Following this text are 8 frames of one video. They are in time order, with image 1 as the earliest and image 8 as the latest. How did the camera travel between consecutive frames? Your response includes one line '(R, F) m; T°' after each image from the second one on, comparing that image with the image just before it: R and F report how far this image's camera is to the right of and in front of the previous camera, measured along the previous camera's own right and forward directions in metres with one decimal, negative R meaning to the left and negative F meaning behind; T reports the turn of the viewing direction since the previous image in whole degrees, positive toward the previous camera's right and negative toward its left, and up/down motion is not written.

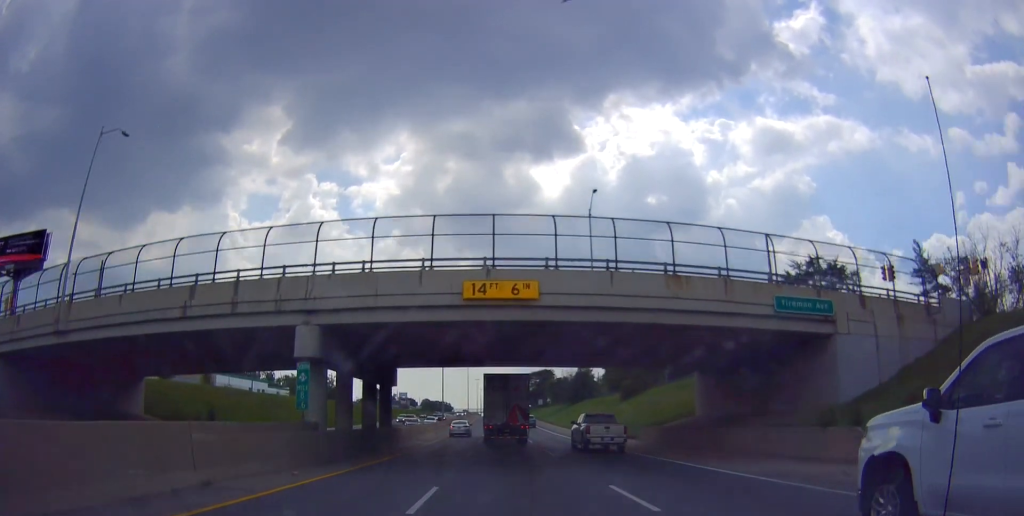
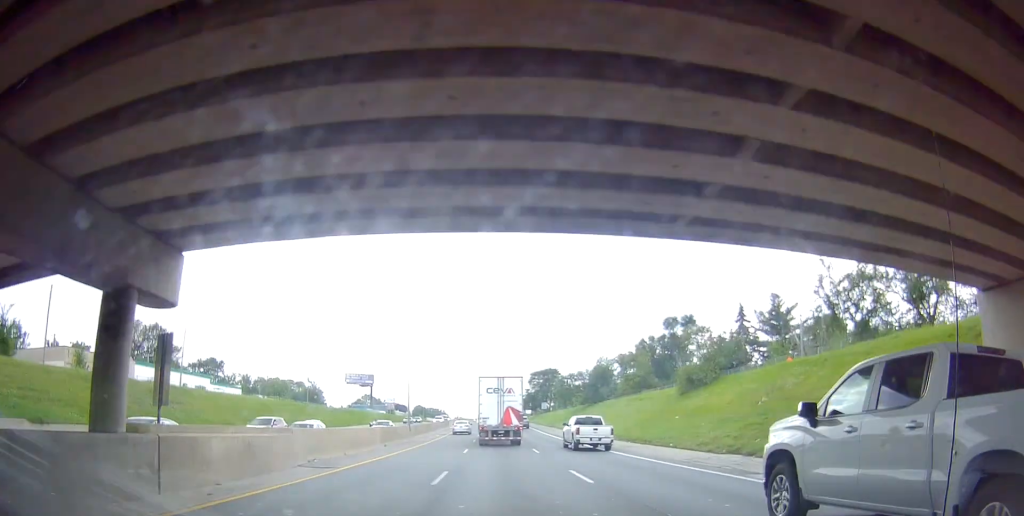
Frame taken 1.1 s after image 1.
(+0.3, +25.4) m; +1°
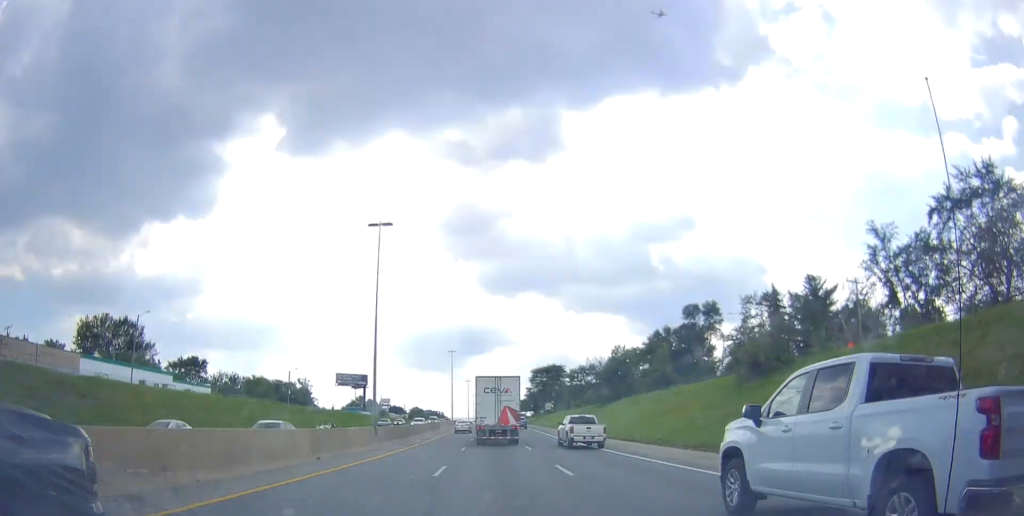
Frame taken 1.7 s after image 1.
(0.0, +12.8) m; 0°
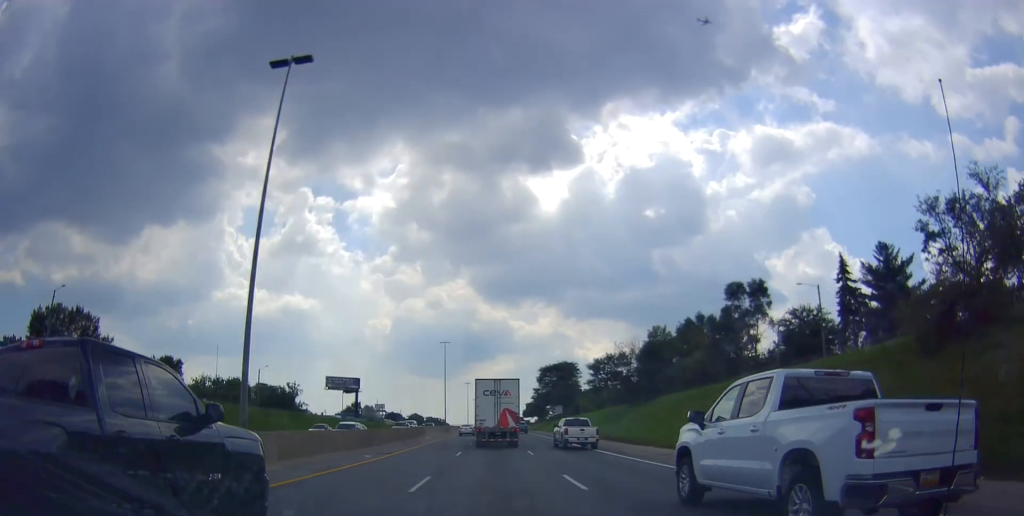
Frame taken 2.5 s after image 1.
(0.0, +18.2) m; 0°
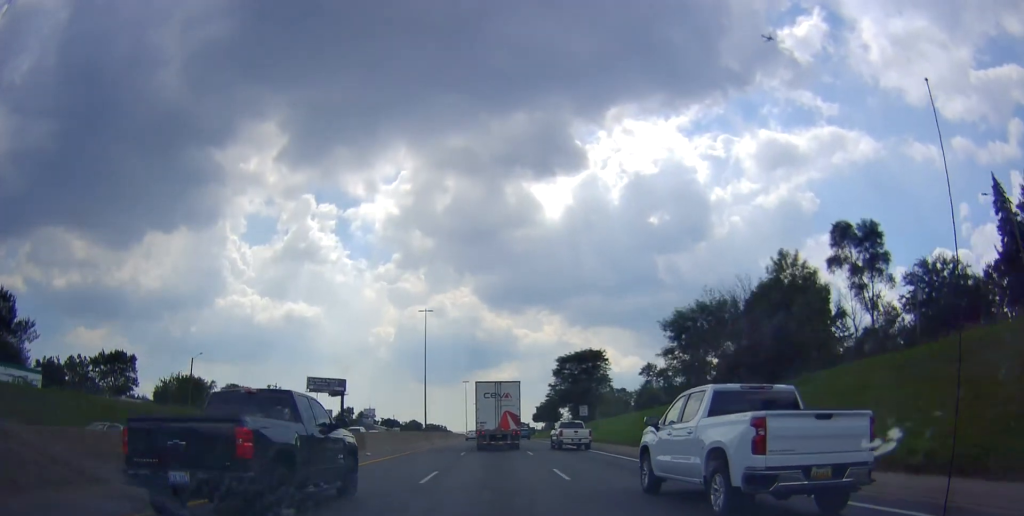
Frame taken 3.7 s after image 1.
(0.0, +28.0) m; 0°
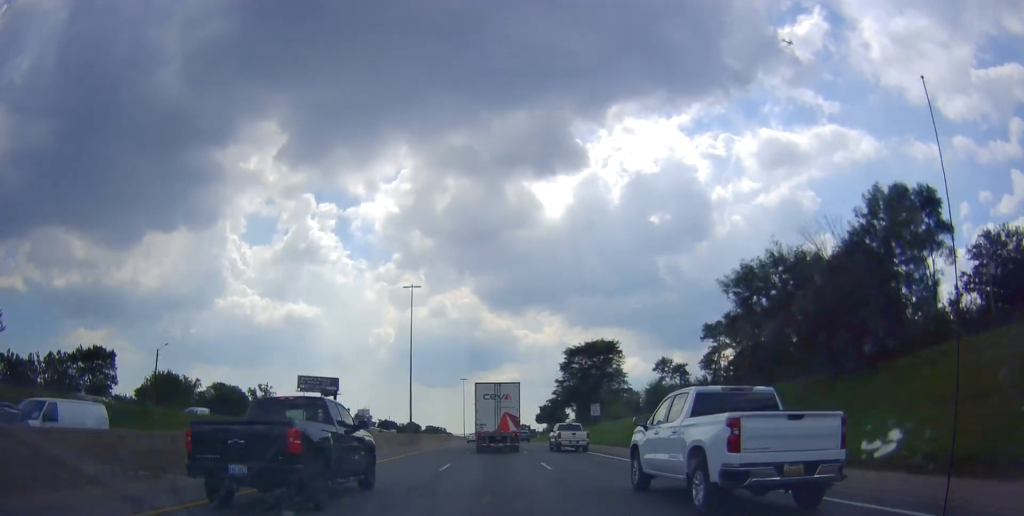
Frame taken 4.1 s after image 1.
(0.0, +10.3) m; 0°
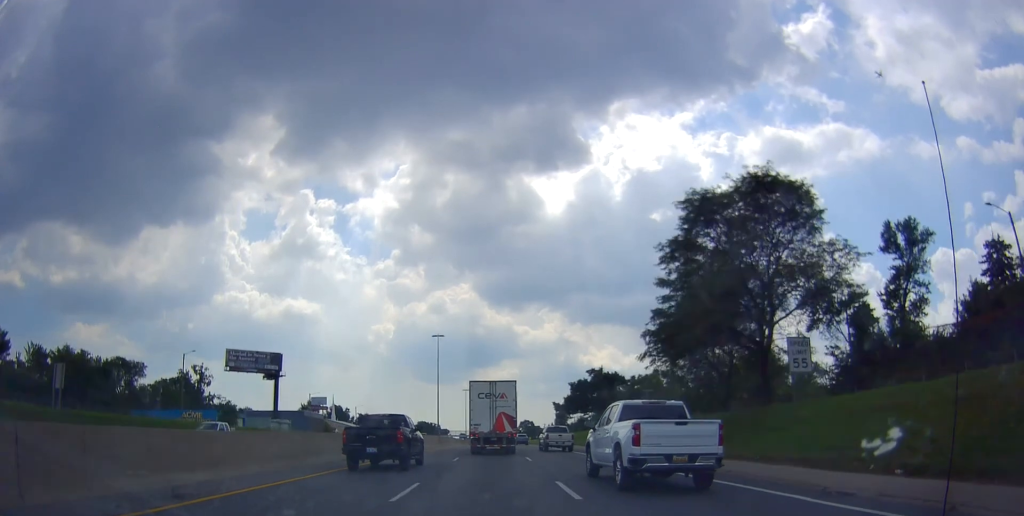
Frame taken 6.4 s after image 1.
(0.0, +54.8) m; 0°
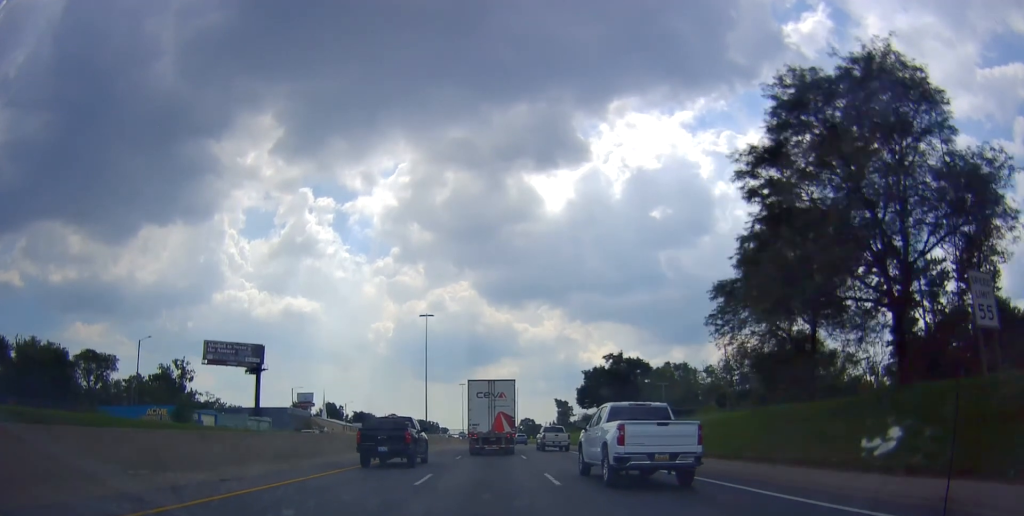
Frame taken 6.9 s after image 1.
(0.0, +12.0) m; 0°
